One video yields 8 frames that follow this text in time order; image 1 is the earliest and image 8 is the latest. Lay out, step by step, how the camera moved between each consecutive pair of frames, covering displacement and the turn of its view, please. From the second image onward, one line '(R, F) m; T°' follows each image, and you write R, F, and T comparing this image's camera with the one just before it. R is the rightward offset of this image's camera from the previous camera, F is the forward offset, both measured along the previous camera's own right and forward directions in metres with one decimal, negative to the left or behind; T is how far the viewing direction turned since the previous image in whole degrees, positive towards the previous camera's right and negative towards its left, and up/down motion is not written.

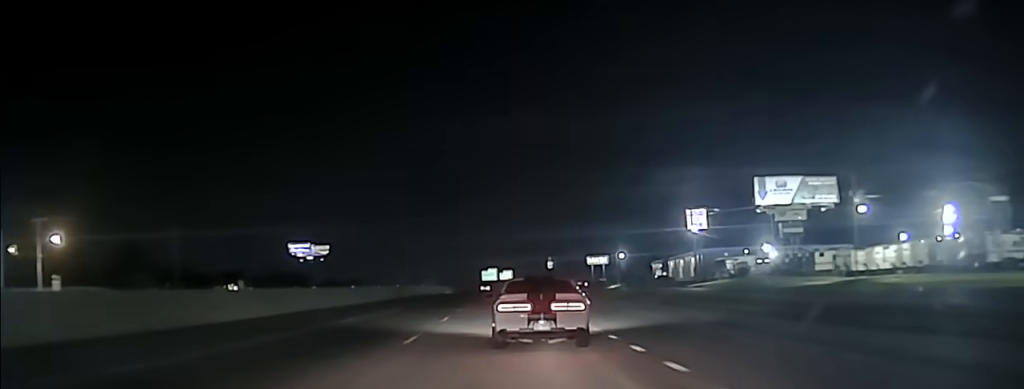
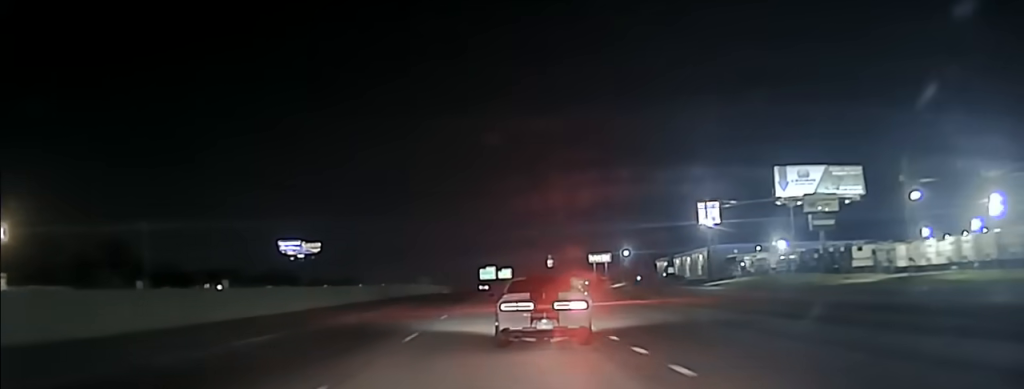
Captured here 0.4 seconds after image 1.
(0.0, +11.4) m; 0°
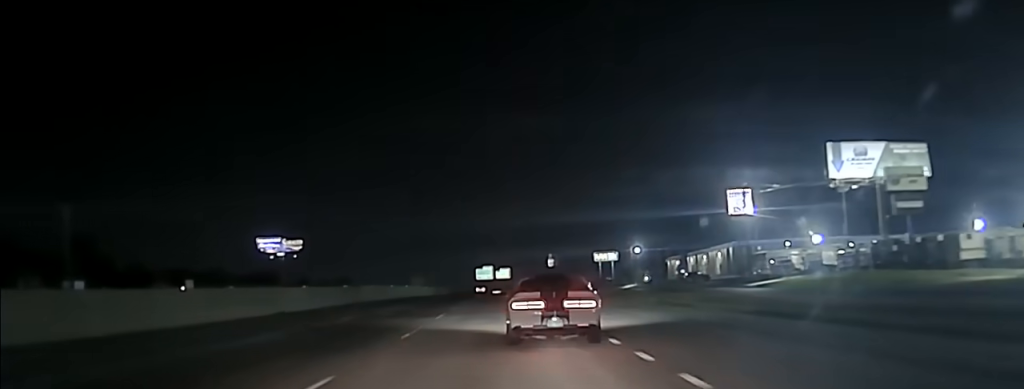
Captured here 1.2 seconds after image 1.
(0.0, +22.6) m; -1°
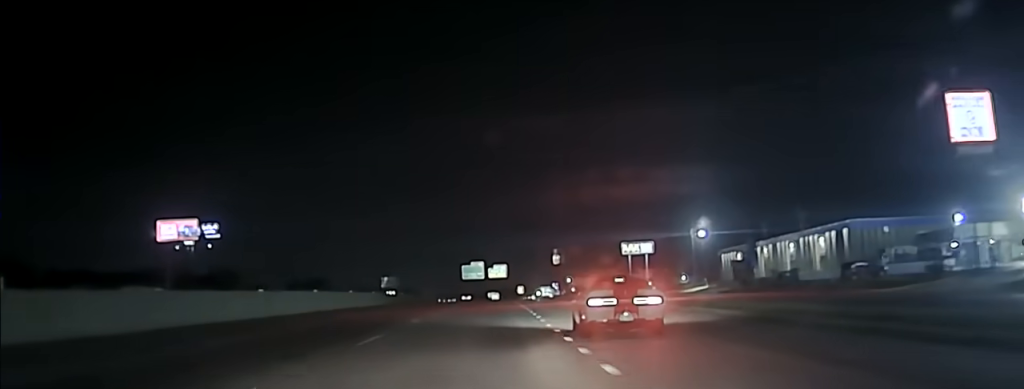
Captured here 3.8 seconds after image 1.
(+0.9, +72.8) m; +2°
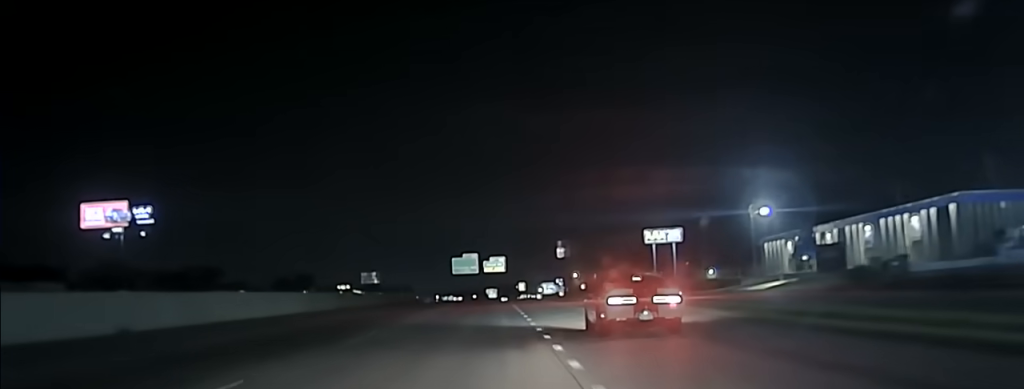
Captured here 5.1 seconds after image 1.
(+0.1, +38.2) m; 0°
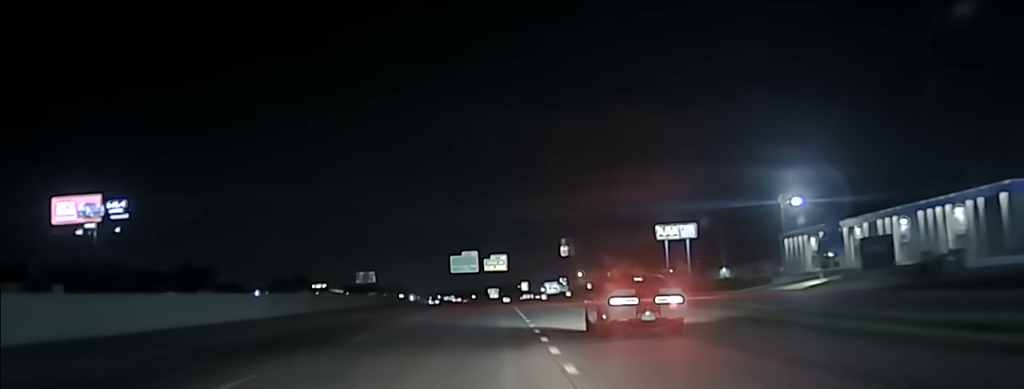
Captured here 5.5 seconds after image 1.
(-0.1, +11.7) m; 0°
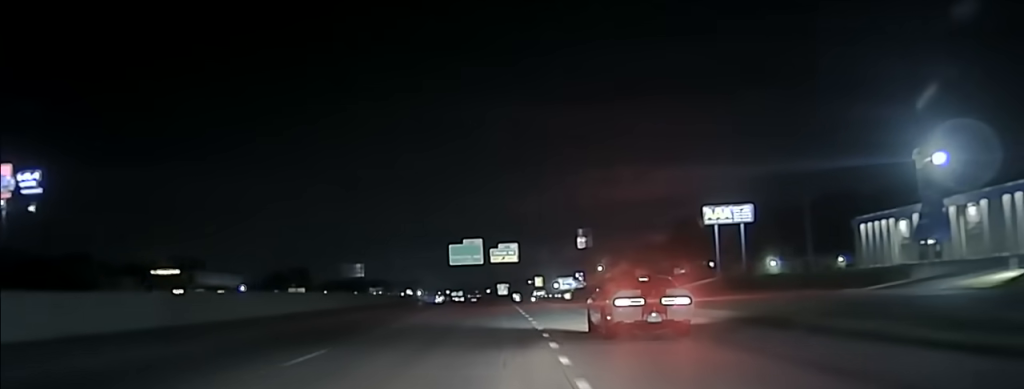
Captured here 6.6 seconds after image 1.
(0.0, +30.3) m; 0°
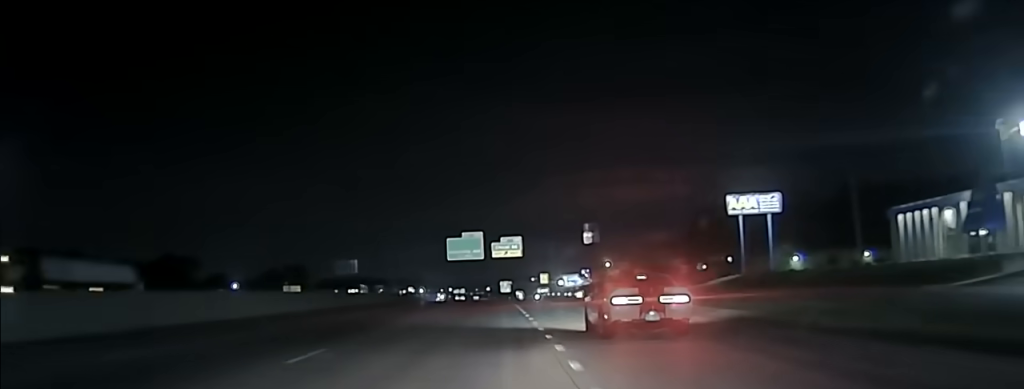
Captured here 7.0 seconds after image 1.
(+0.1, +11.9) m; 0°
